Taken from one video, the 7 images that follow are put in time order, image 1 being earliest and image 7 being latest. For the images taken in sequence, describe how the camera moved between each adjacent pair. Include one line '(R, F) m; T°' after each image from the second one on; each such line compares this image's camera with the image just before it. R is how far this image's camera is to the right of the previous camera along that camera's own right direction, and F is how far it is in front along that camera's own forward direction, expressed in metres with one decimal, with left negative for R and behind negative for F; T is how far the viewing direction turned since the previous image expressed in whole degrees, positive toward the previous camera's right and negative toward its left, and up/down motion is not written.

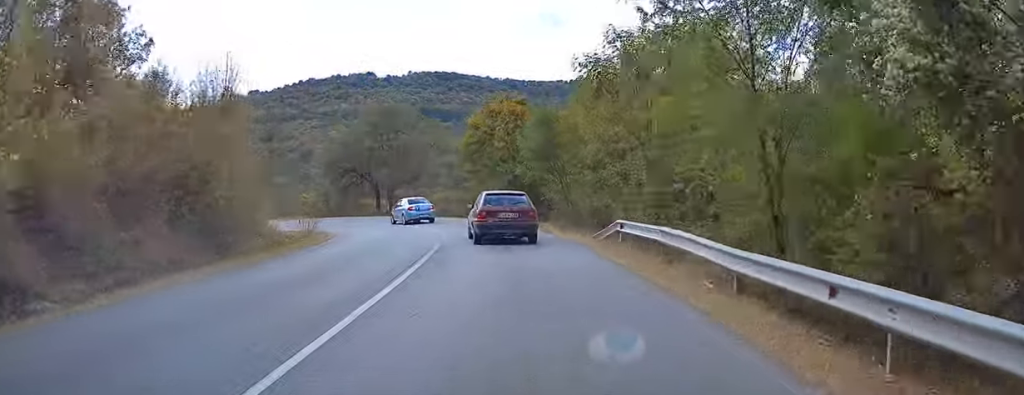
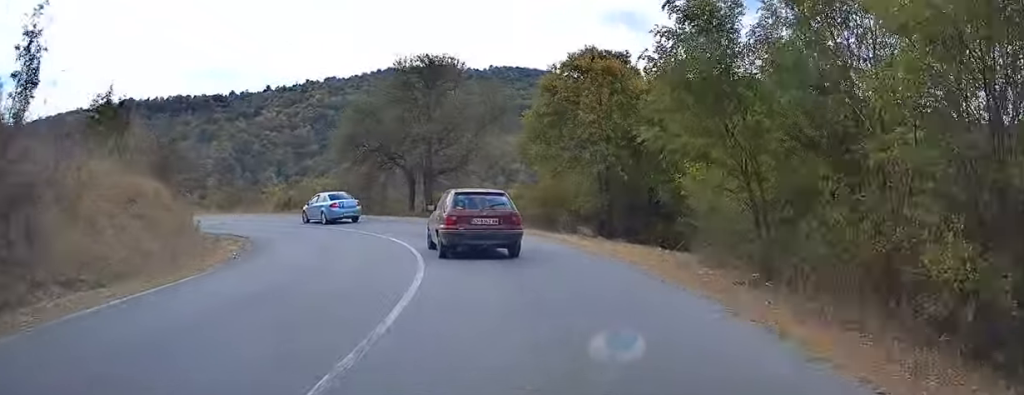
(-0.5, +18.0) m; -6°
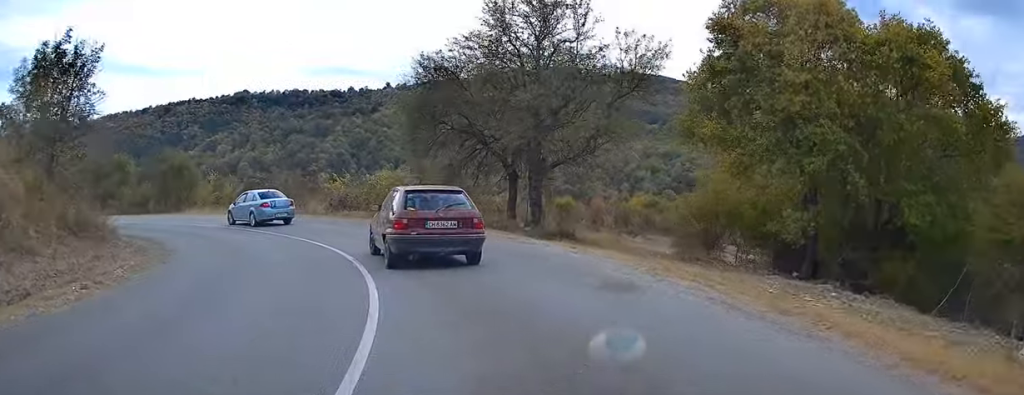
(-1.3, +14.3) m; -13°
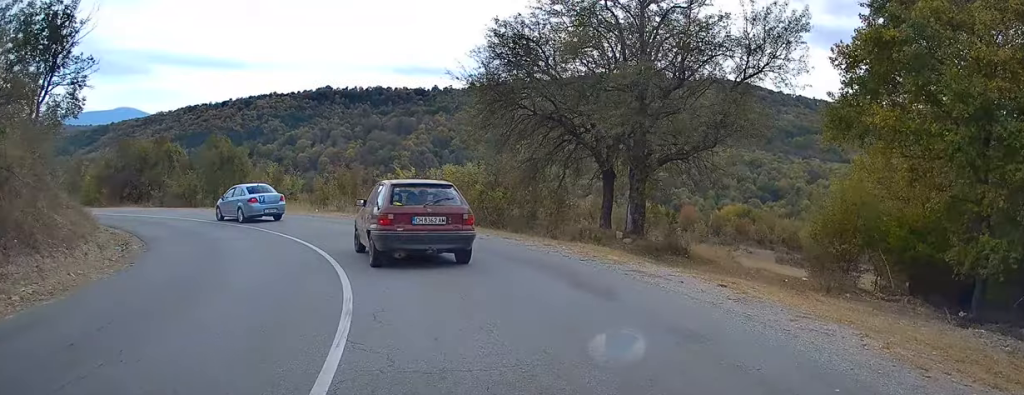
(-0.4, +6.0) m; -7°
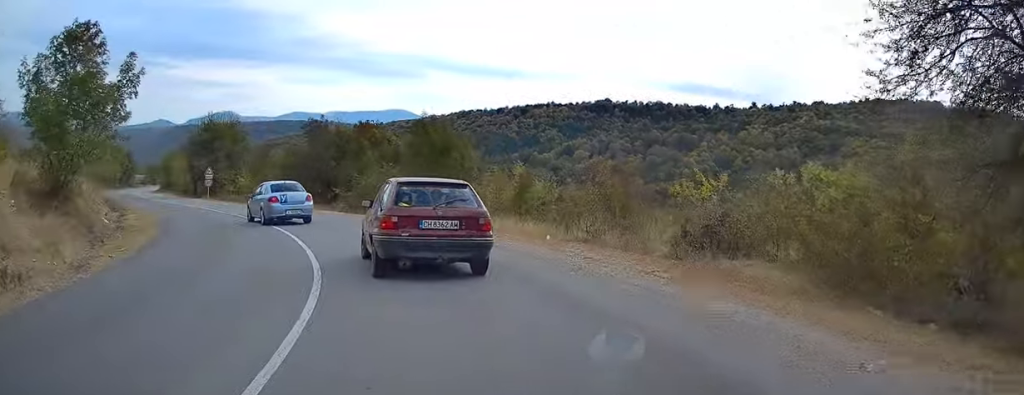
(-2.6, +15.8) m; -21°
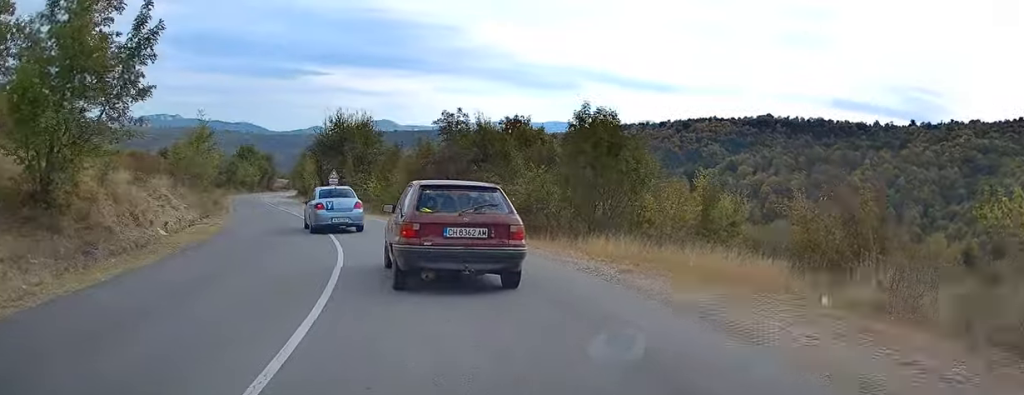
(-1.1, +9.0) m; -13°
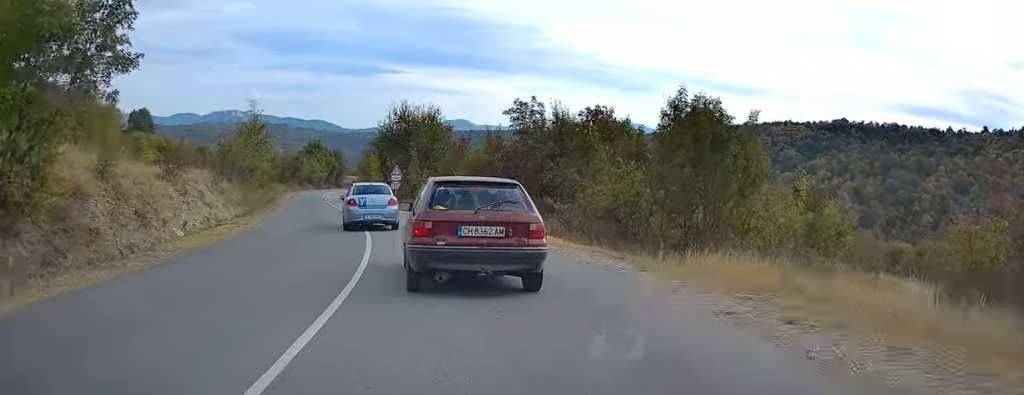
(+0.1, +4.5) m; -6°
